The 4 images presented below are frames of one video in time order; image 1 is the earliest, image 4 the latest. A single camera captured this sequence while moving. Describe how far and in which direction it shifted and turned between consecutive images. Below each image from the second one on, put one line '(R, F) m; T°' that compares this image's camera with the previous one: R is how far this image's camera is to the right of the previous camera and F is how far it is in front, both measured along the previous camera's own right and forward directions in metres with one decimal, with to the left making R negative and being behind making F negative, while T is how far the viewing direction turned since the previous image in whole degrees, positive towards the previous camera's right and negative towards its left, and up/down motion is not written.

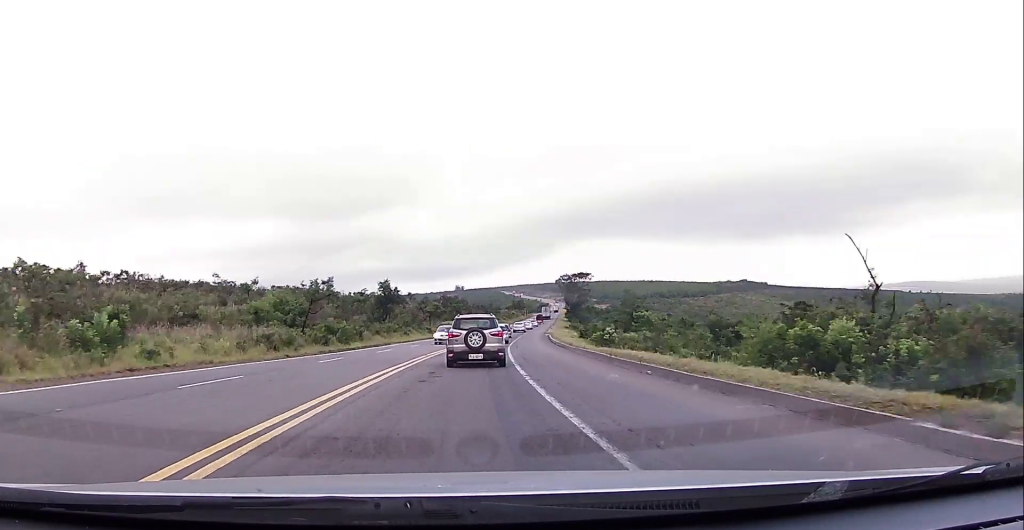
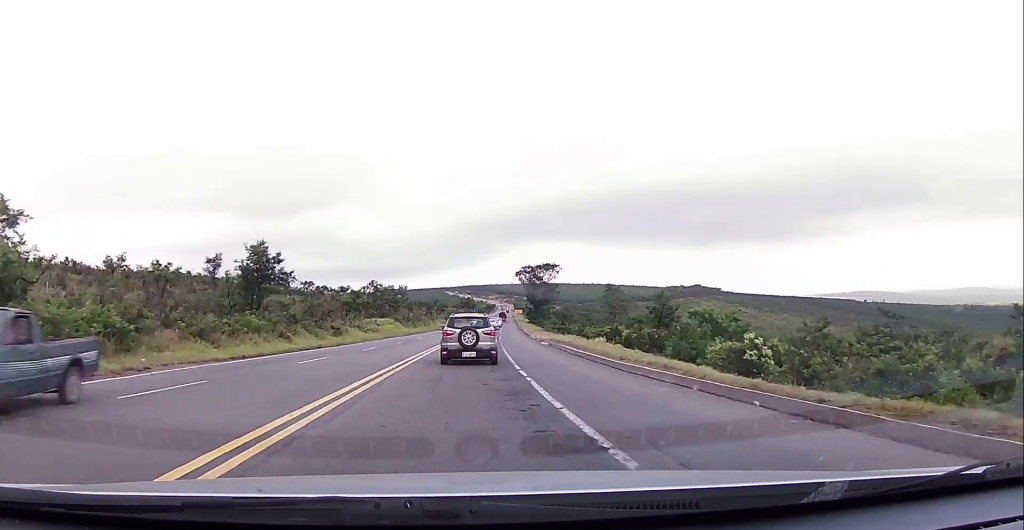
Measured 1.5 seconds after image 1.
(+1.6, +37.6) m; +4°
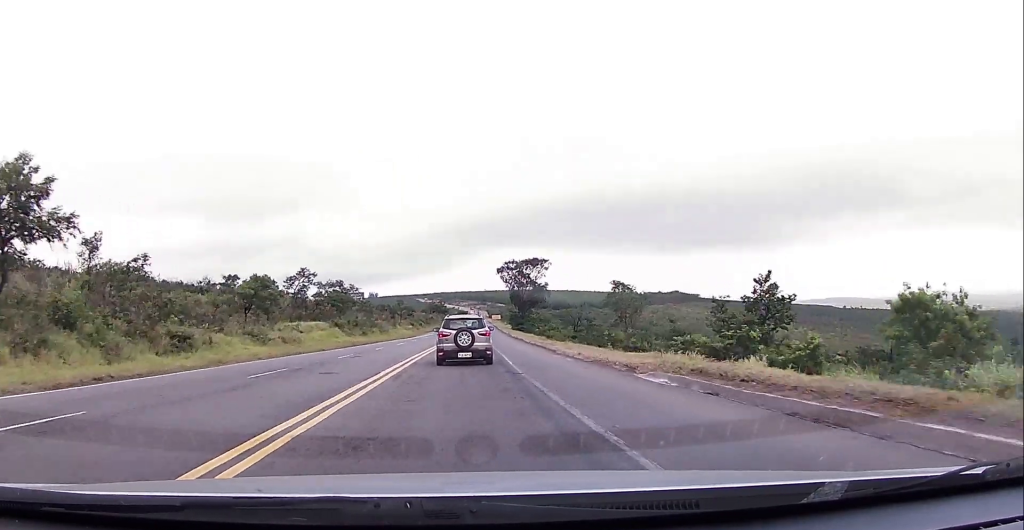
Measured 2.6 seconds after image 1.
(+0.7, +28.6) m; +3°
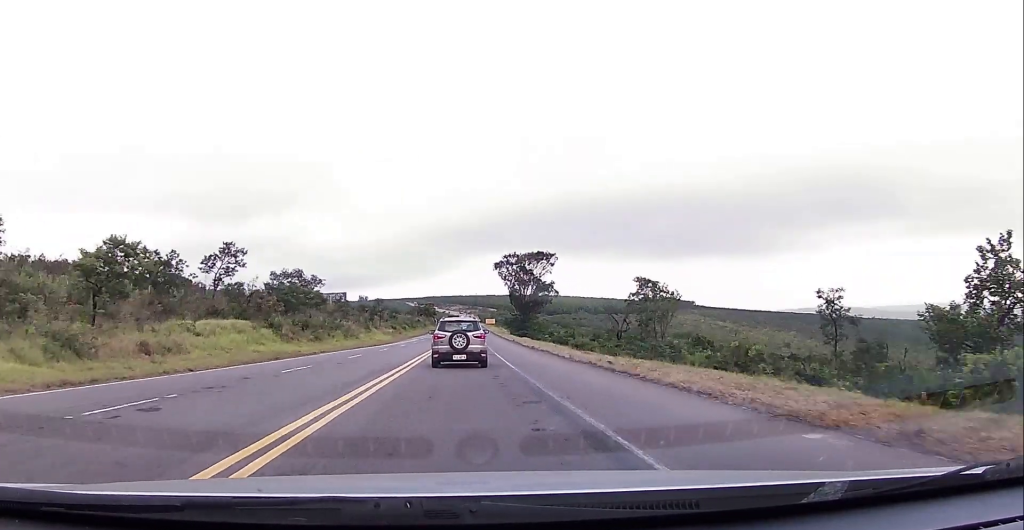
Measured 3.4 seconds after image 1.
(+0.4, +20.2) m; +1°
